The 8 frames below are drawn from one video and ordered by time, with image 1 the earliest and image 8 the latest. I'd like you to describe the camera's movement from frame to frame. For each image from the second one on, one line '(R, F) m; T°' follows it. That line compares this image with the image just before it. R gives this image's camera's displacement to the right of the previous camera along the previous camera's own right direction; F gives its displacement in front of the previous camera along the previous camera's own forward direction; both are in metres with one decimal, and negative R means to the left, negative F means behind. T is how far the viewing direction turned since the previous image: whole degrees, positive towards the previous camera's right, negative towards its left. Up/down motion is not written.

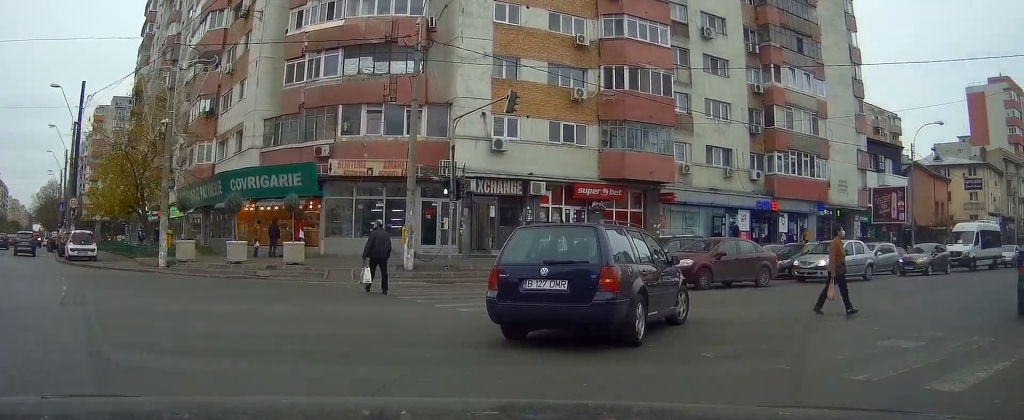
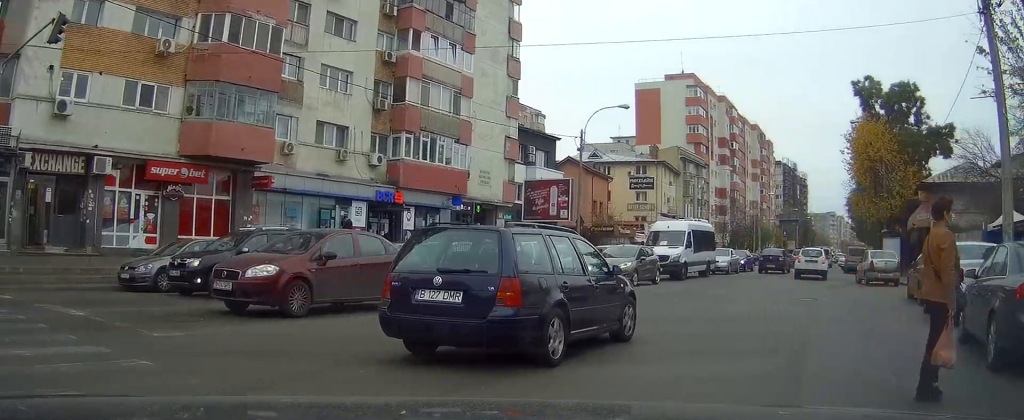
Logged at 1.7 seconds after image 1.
(+2.6, +7.9) m; +35°
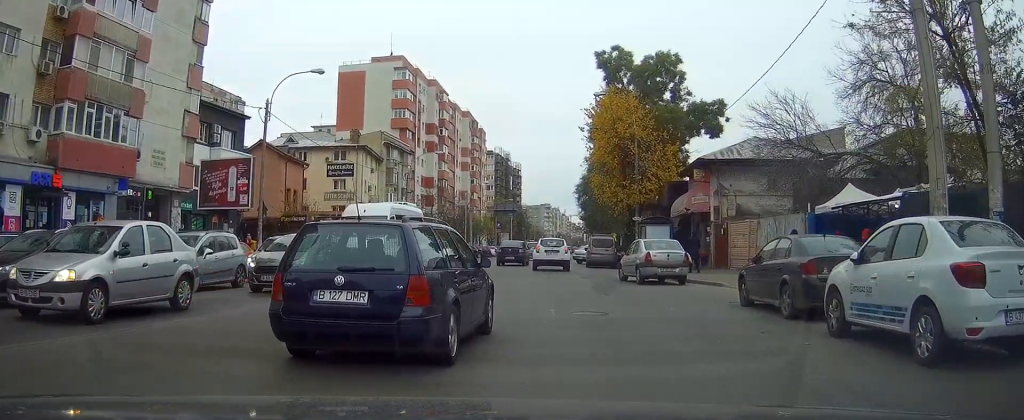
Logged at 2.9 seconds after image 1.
(+1.5, +7.0) m; +18°
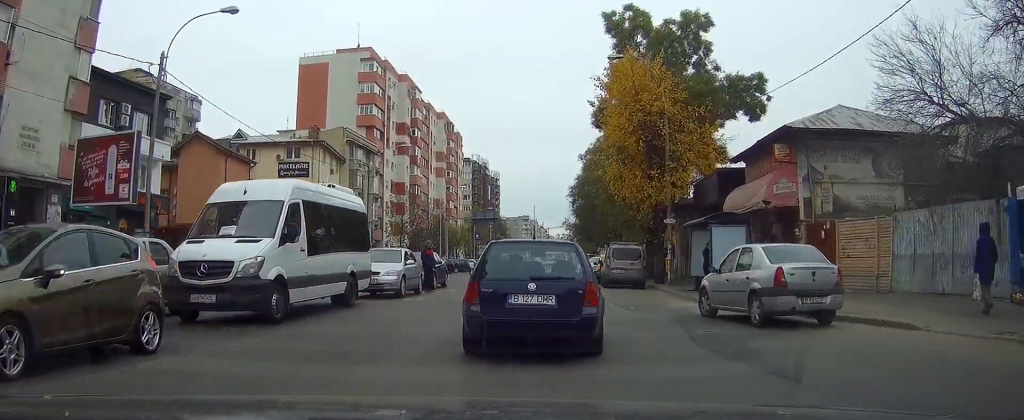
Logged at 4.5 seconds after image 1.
(+0.9, +11.6) m; +6°
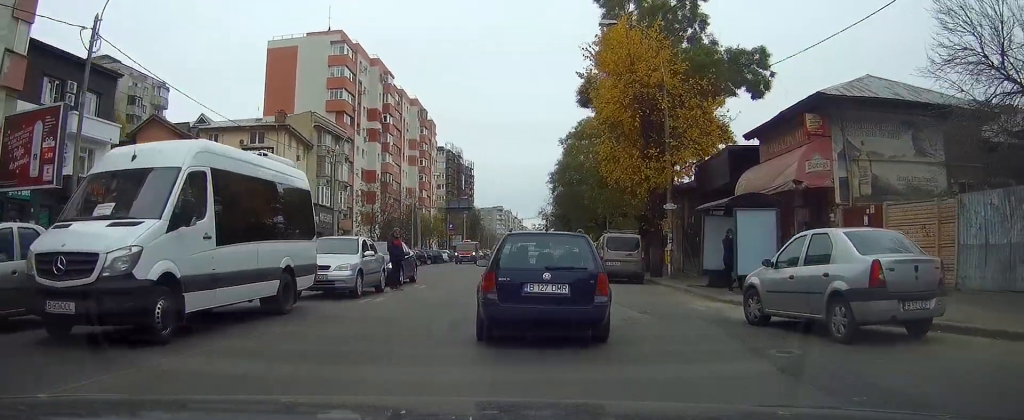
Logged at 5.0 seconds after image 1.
(0.0, +3.8) m; +1°
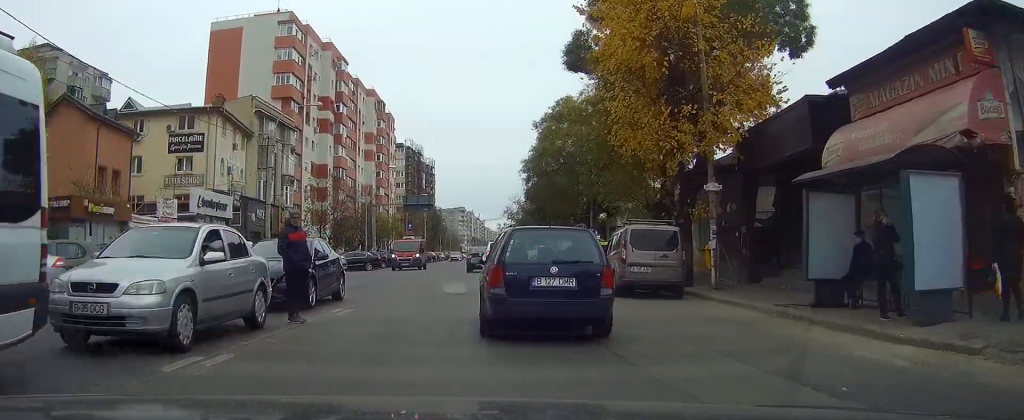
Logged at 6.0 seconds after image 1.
(+0.2, +8.5) m; +2°
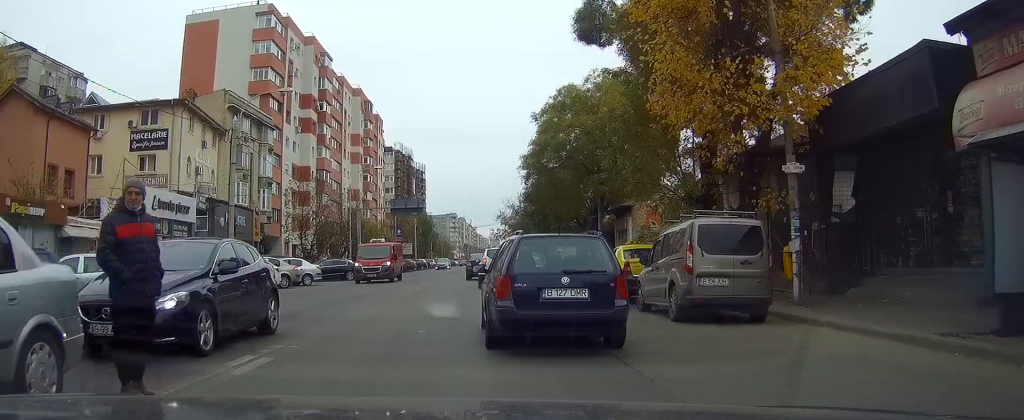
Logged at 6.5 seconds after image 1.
(+0.1, +5.3) m; +1°
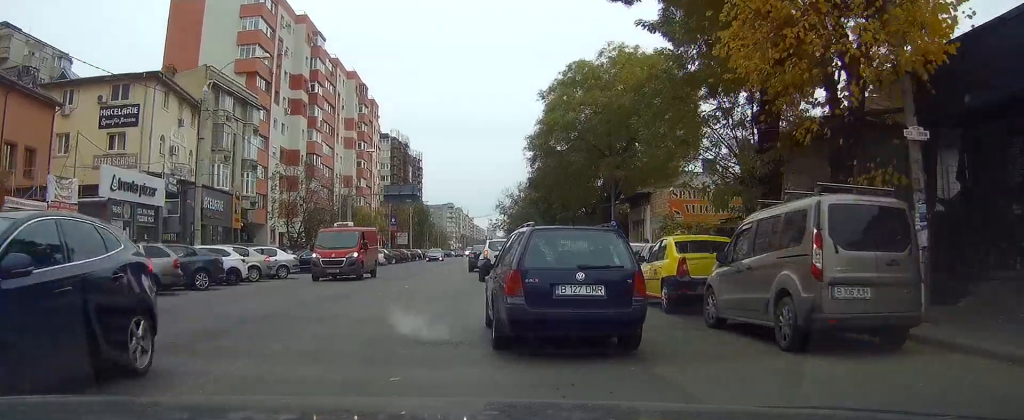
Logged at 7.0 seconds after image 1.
(0.0, +4.5) m; 0°
